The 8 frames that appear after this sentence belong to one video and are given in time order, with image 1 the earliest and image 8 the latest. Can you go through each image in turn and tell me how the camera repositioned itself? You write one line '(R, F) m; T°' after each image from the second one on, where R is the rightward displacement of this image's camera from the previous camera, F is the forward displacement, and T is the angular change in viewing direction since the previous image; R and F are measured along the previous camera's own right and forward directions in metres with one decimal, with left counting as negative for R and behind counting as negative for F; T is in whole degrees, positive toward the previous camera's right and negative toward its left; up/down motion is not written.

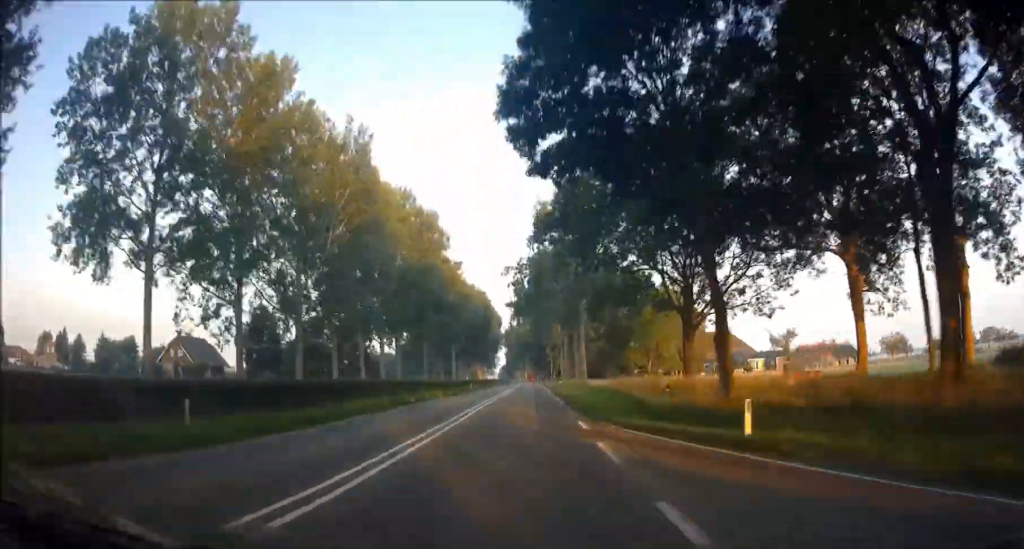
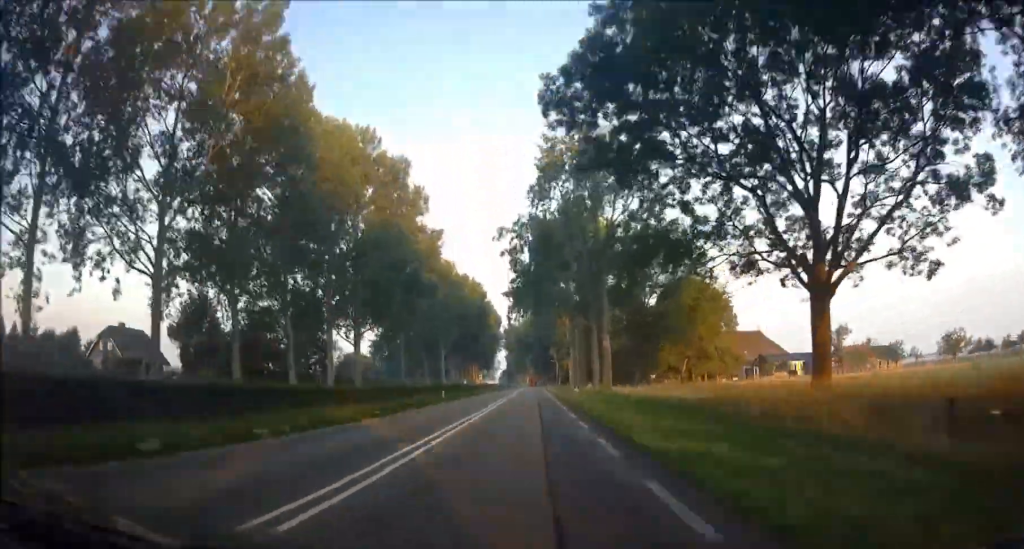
(+0.1, +22.5) m; 0°
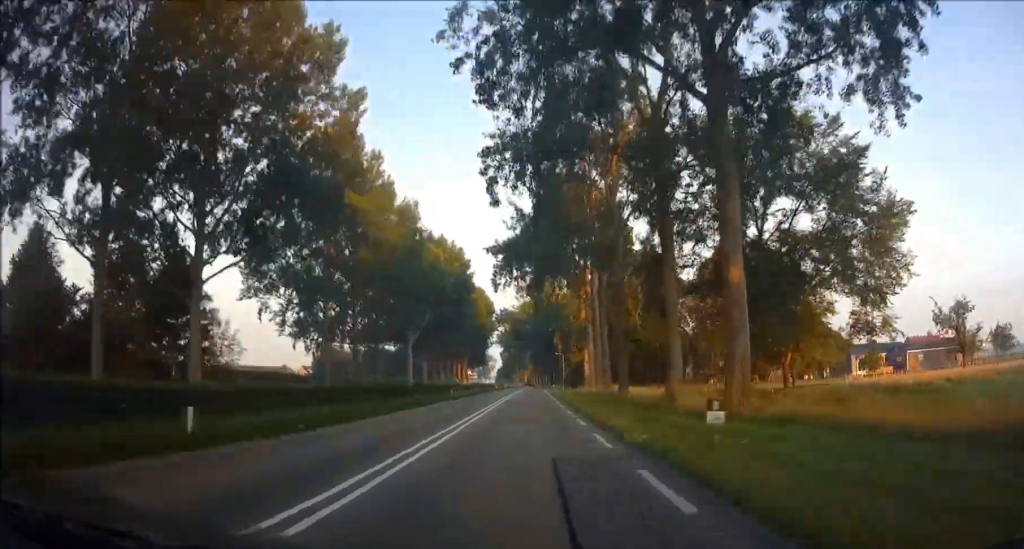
(+0.2, +35.3) m; 0°
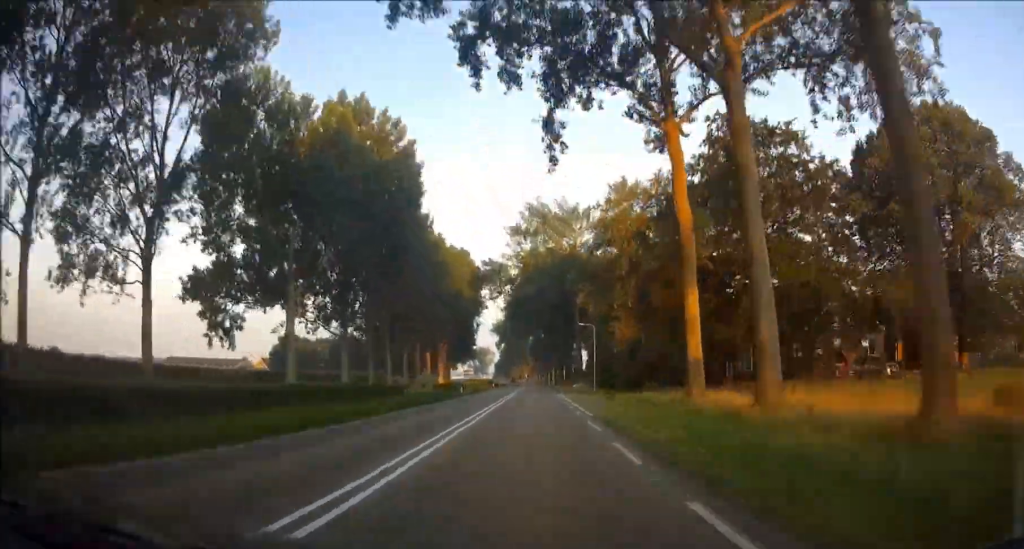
(+0.2, +51.0) m; 0°
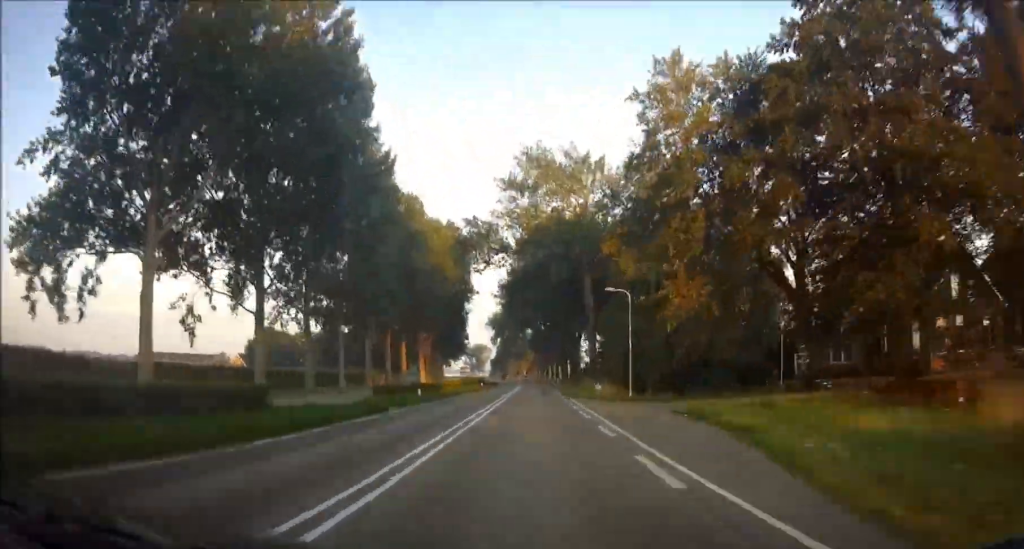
(-0.1, +20.6) m; 0°
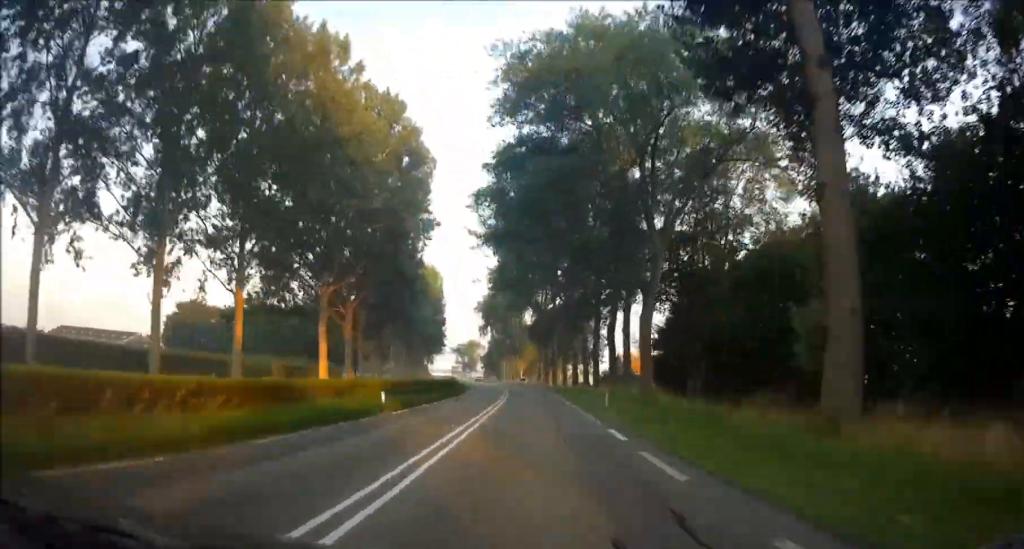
(-0.3, +54.0) m; 0°
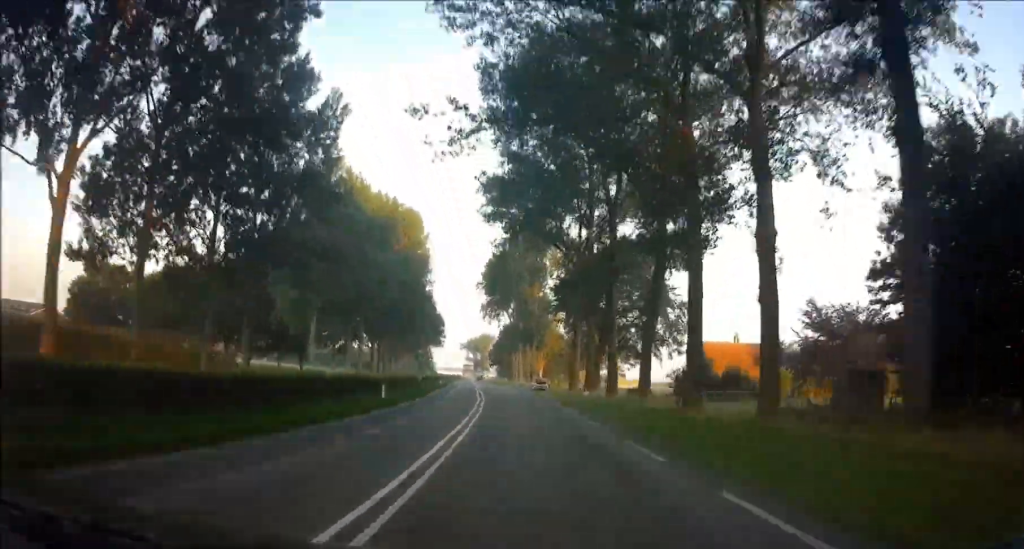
(+0.1, +49.3) m; -2°
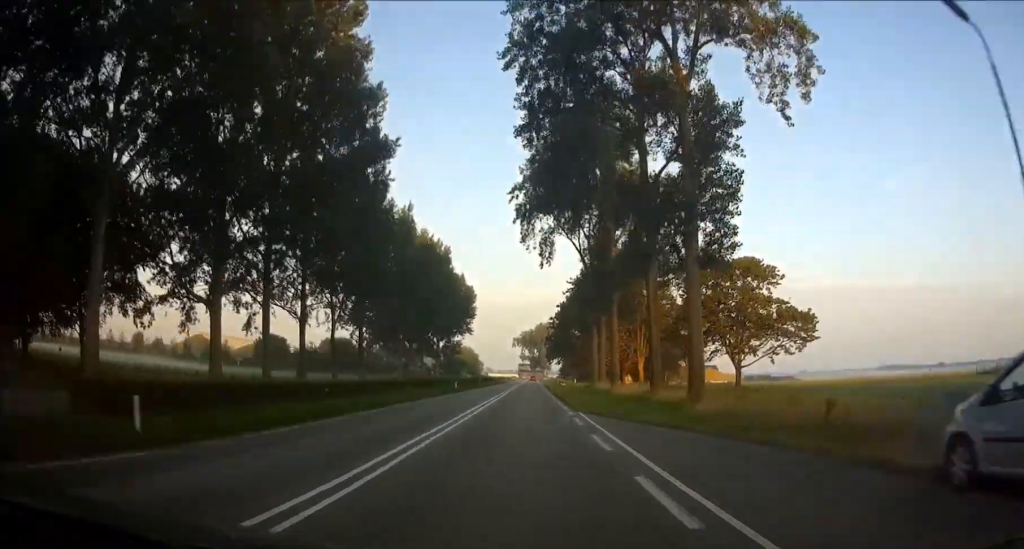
(-4.5, +70.0) m; -6°
